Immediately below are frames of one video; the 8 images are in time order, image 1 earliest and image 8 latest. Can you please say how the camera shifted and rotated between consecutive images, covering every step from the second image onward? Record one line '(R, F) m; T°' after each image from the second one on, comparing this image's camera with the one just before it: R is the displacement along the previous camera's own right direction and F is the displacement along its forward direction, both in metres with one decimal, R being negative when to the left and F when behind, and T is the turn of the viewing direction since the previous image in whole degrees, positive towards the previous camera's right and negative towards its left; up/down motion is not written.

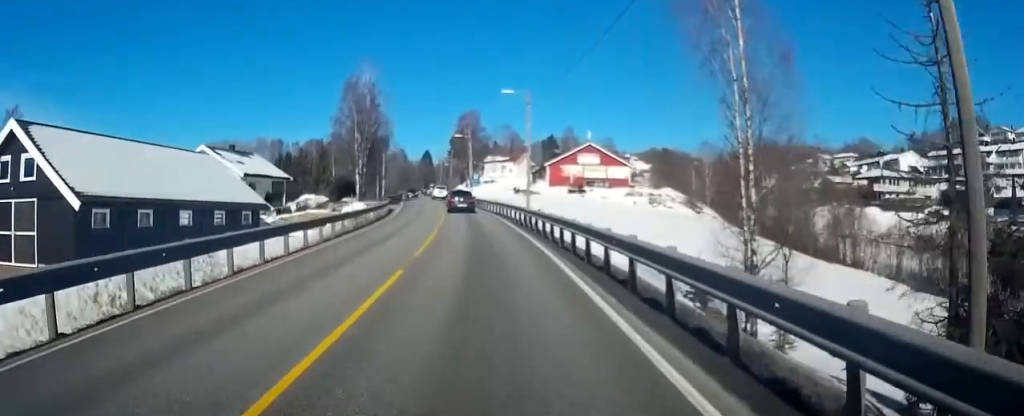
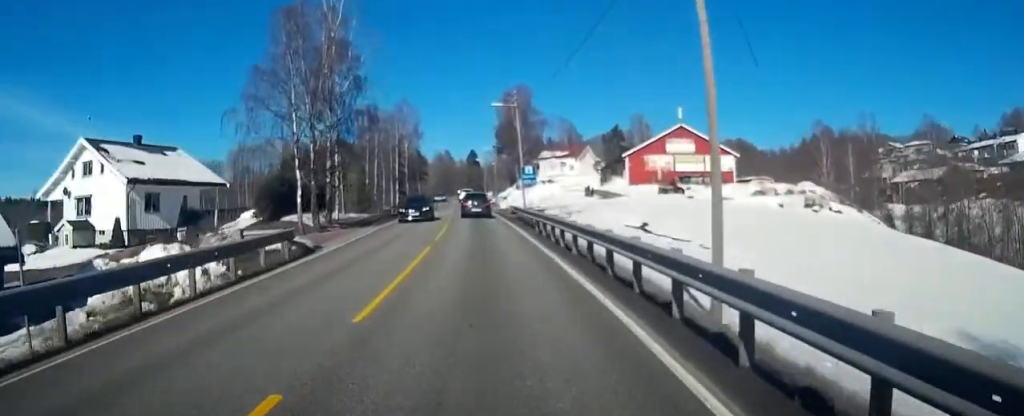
(-1.3, +30.8) m; -5°
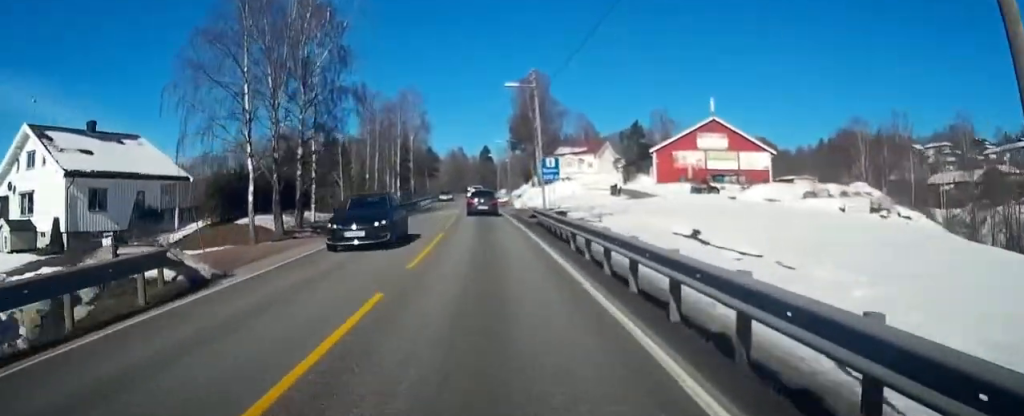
(-0.1, +8.1) m; -1°
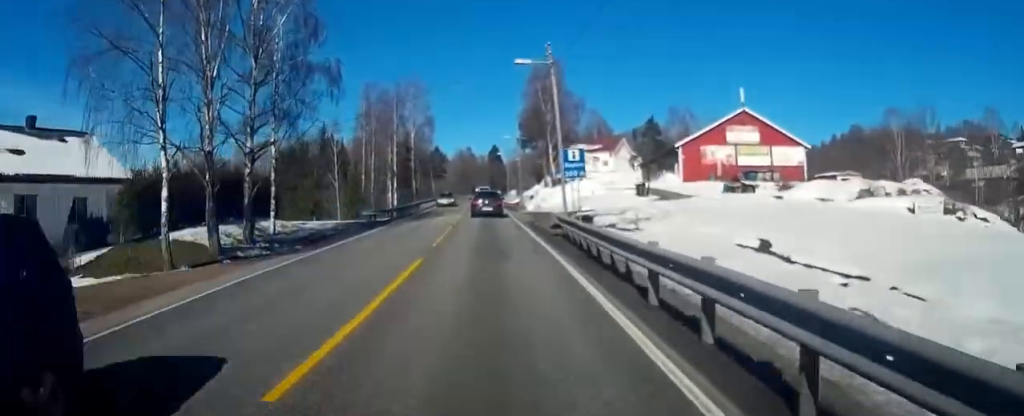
(0.0, +7.6) m; -1°
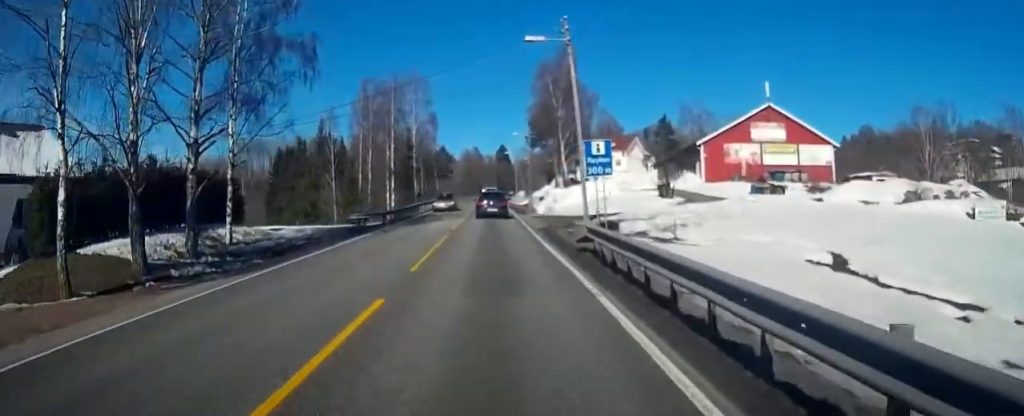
(-0.1, +5.3) m; -1°
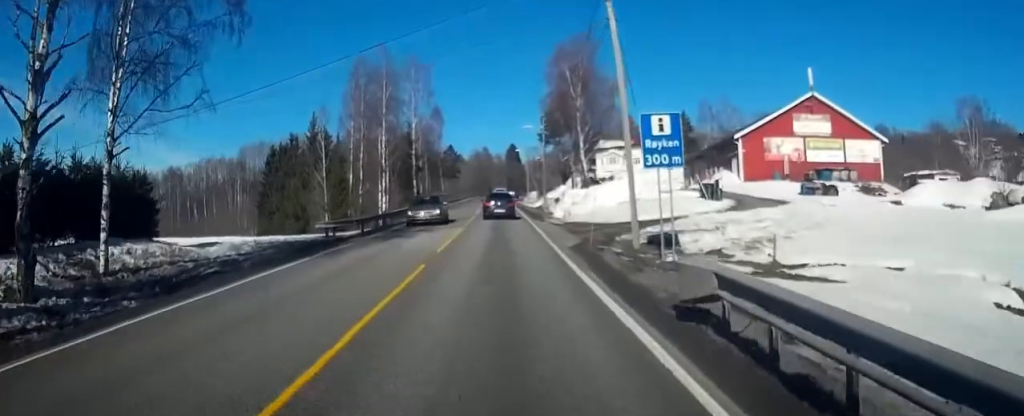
(-0.1, +8.2) m; -1°
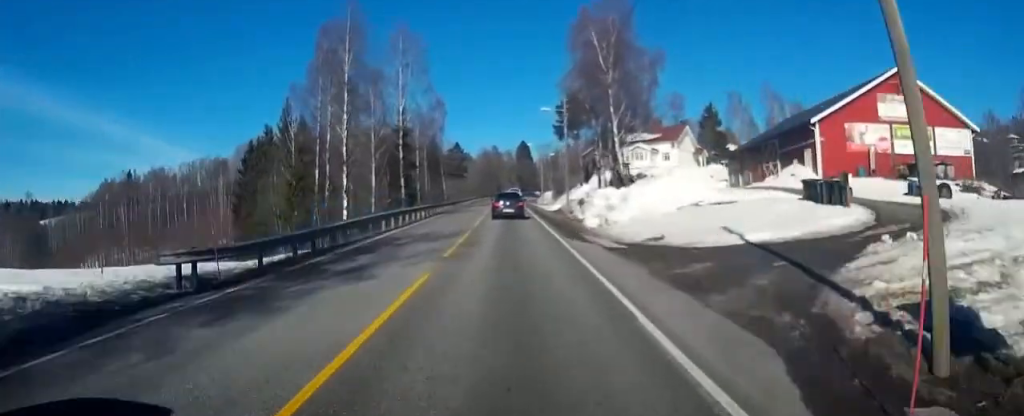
(-0.2, +13.5) m; -1°
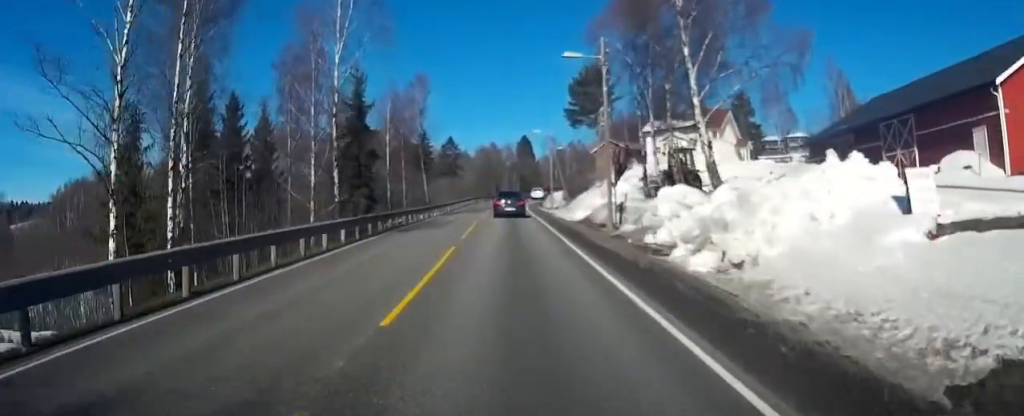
(0.0, +19.6) m; +1°
